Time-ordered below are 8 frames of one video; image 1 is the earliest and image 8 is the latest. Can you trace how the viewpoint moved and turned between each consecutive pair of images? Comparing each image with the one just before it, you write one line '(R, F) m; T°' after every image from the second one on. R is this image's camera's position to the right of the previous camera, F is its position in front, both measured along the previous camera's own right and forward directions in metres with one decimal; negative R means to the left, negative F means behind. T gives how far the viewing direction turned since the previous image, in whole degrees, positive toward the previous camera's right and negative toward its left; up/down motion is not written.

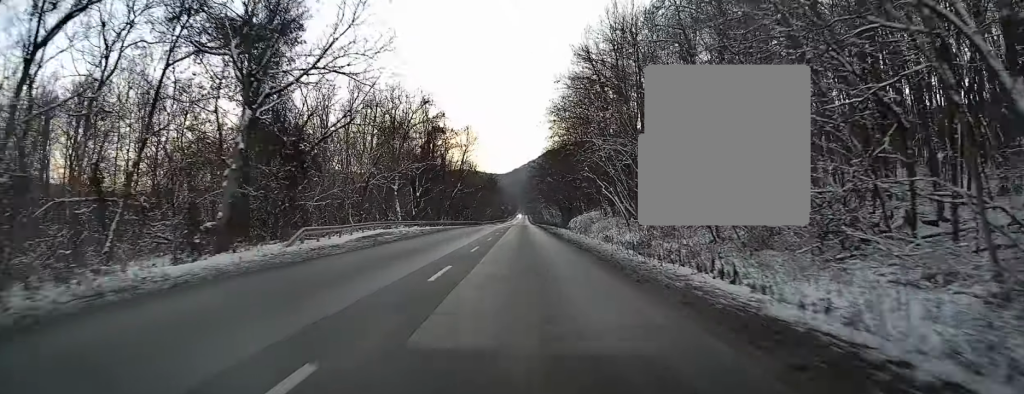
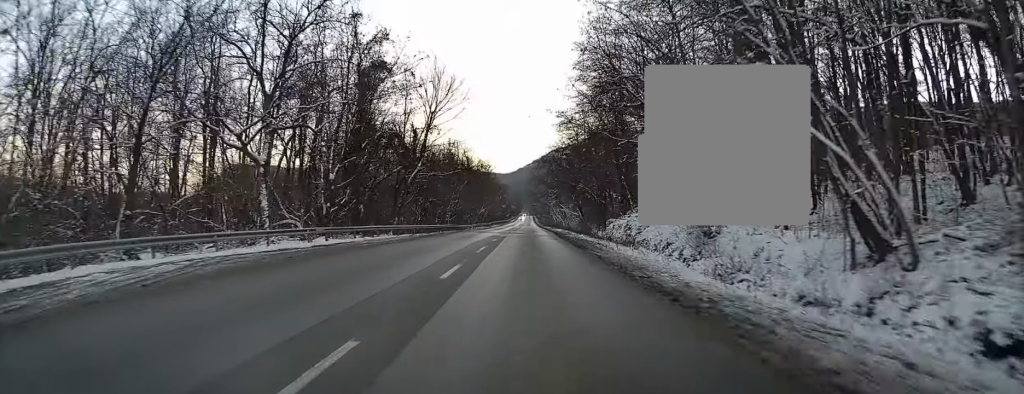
(+0.4, +35.2) m; +1°
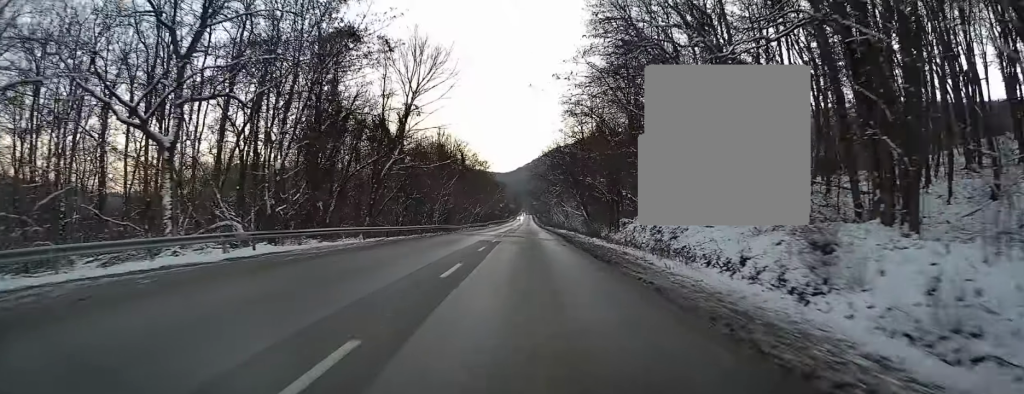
(+0.1, +9.0) m; 0°
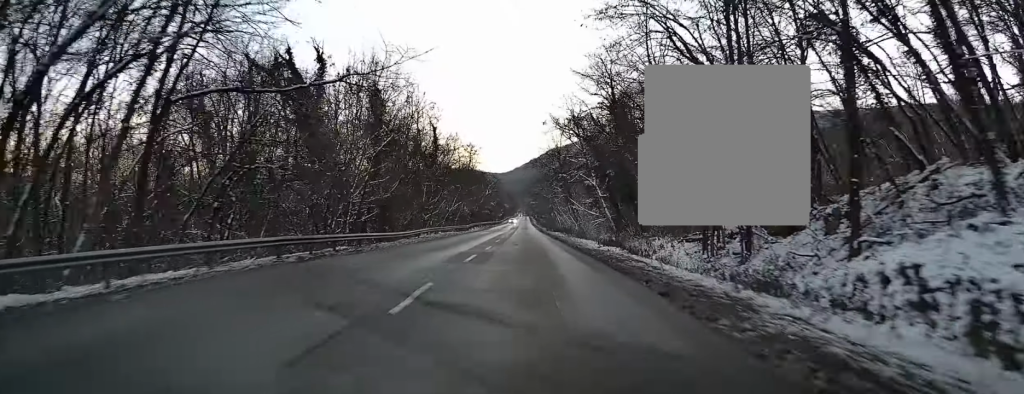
(+0.2, +31.1) m; 0°
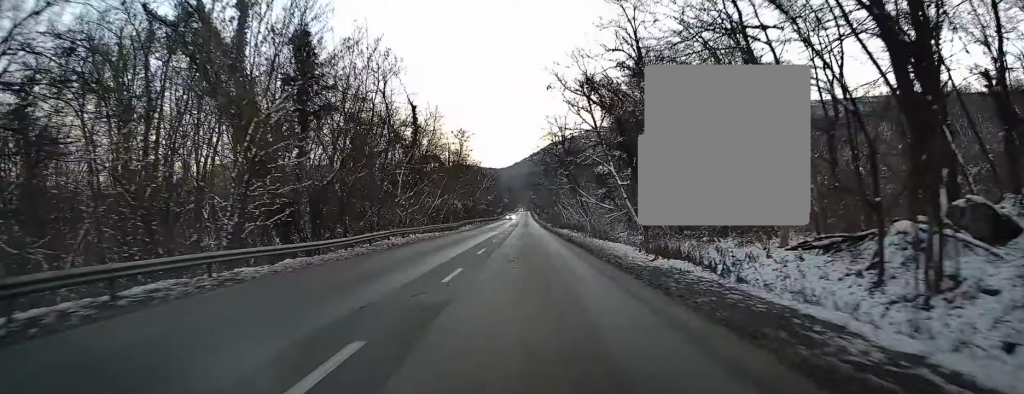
(-0.1, +13.6) m; -1°
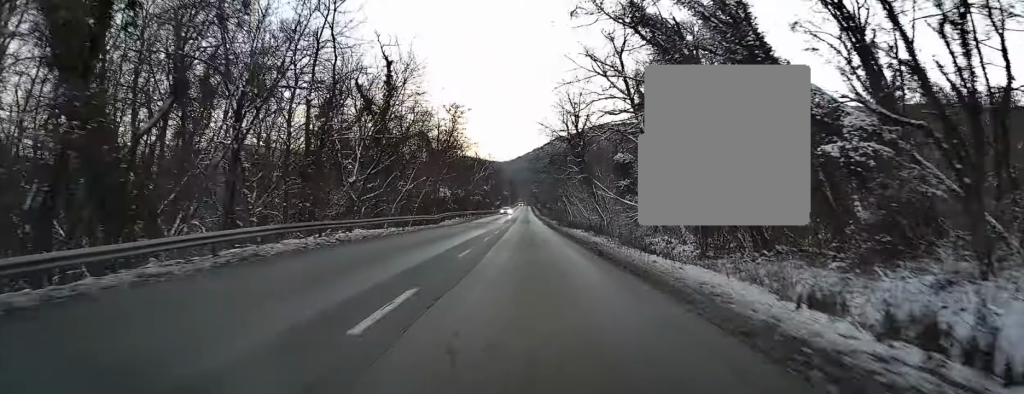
(-0.1, +14.9) m; -1°
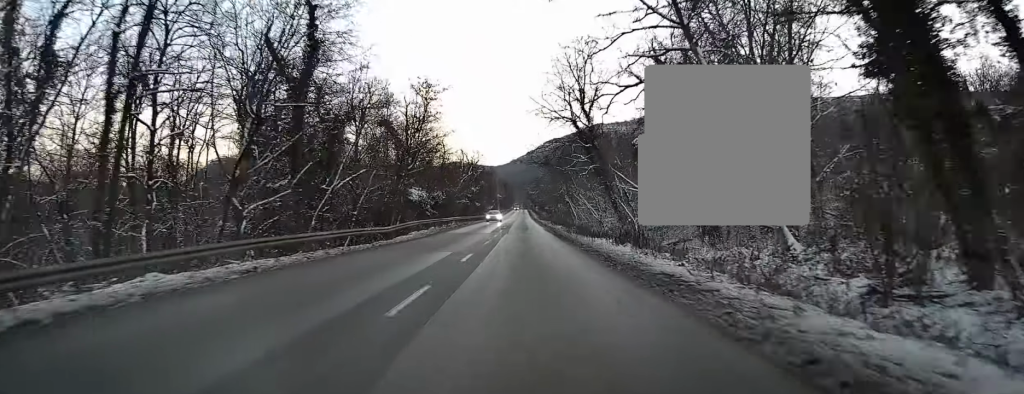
(-0.1, +16.3) m; -1°
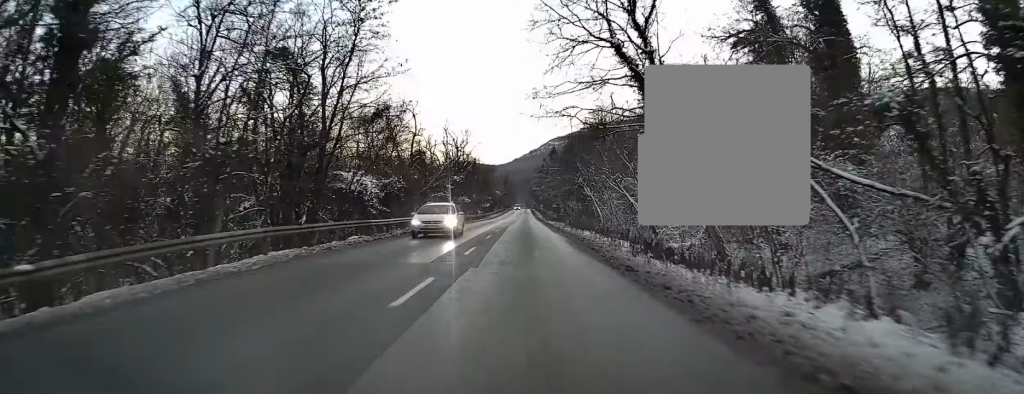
(-0.1, +25.8) m; 0°
